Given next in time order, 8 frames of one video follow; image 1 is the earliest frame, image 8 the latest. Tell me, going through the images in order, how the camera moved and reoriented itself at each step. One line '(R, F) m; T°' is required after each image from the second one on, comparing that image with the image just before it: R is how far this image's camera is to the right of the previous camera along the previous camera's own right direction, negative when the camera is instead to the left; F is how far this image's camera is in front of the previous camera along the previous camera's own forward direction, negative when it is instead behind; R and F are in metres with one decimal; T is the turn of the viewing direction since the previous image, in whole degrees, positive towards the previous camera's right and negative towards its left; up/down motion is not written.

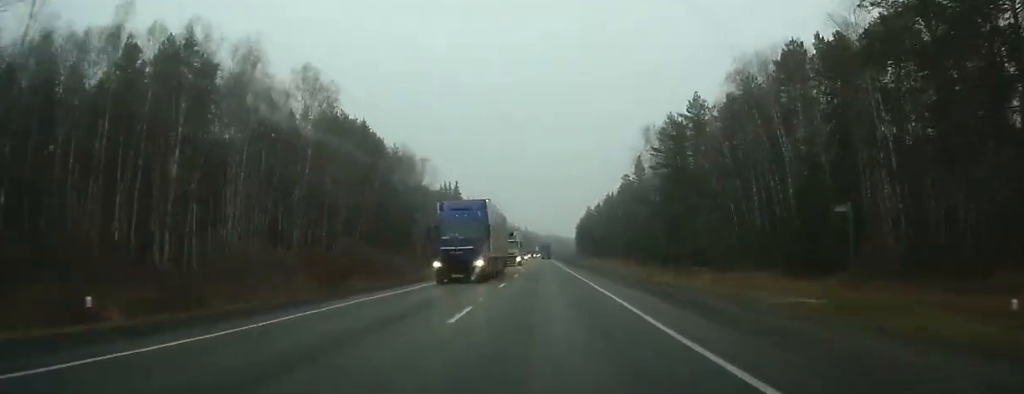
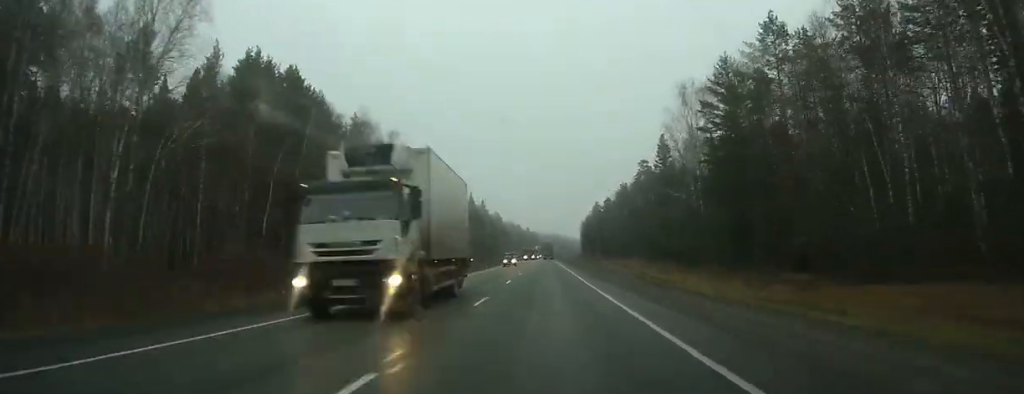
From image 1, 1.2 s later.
(+0.1, +31.7) m; 0°
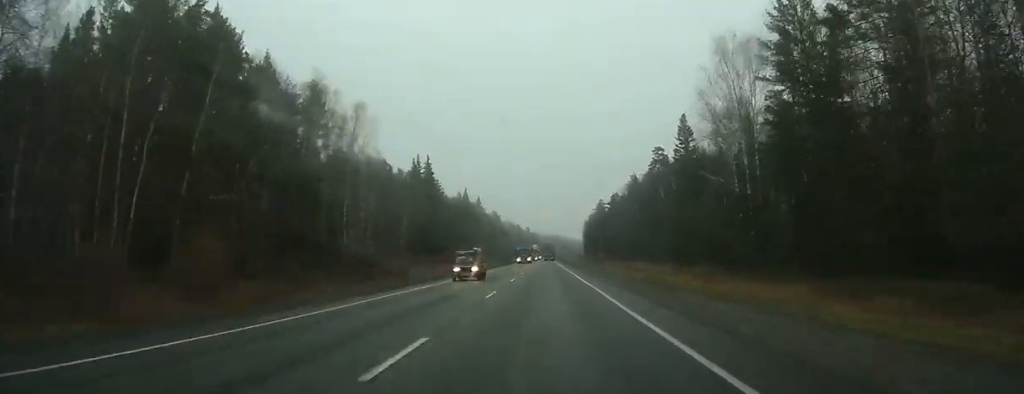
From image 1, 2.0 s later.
(0.0, +21.2) m; 0°
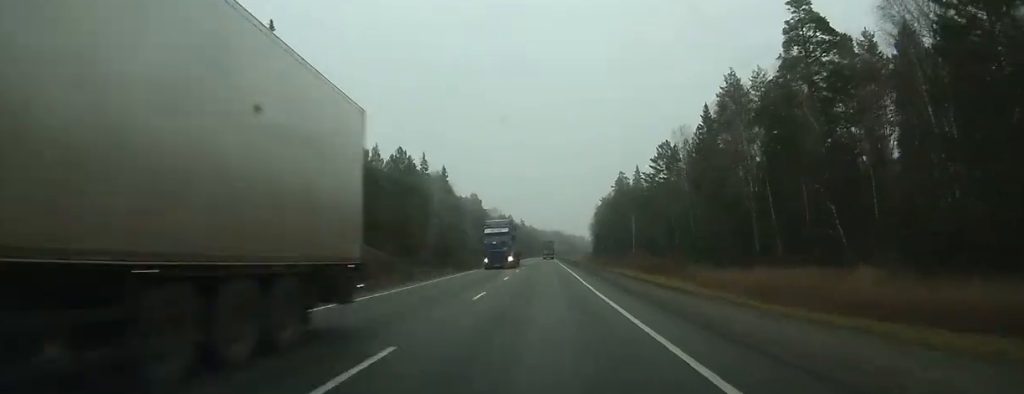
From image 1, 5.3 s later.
(-0.9, +85.7) m; -1°
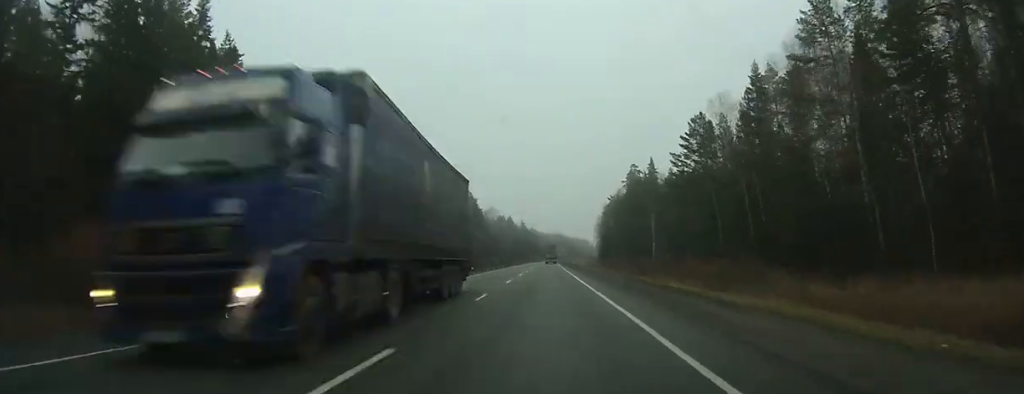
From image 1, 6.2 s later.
(0.0, +24.2) m; 0°
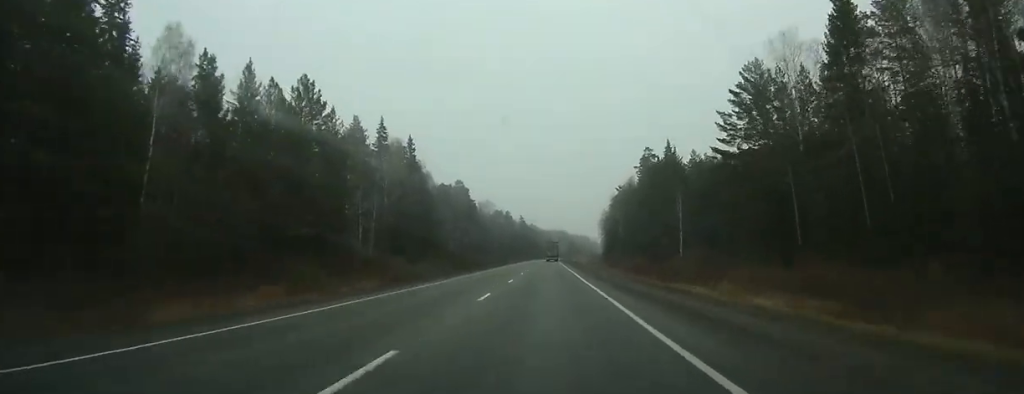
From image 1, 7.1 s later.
(0.0, +24.2) m; 0°
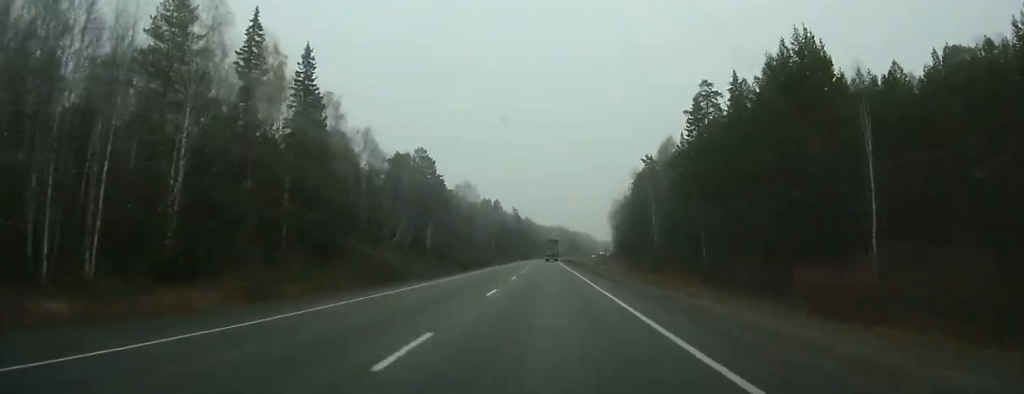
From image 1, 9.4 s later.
(+0.1, +58.2) m; 0°
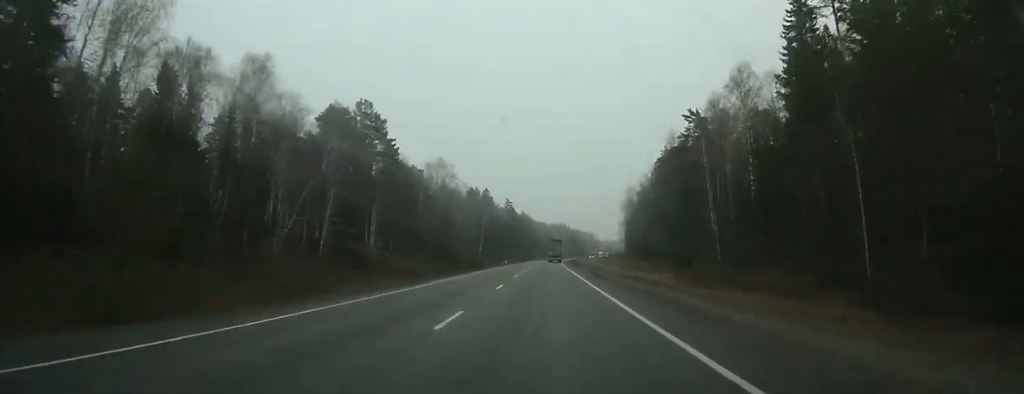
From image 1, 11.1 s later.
(0.0, +44.1) m; 0°
